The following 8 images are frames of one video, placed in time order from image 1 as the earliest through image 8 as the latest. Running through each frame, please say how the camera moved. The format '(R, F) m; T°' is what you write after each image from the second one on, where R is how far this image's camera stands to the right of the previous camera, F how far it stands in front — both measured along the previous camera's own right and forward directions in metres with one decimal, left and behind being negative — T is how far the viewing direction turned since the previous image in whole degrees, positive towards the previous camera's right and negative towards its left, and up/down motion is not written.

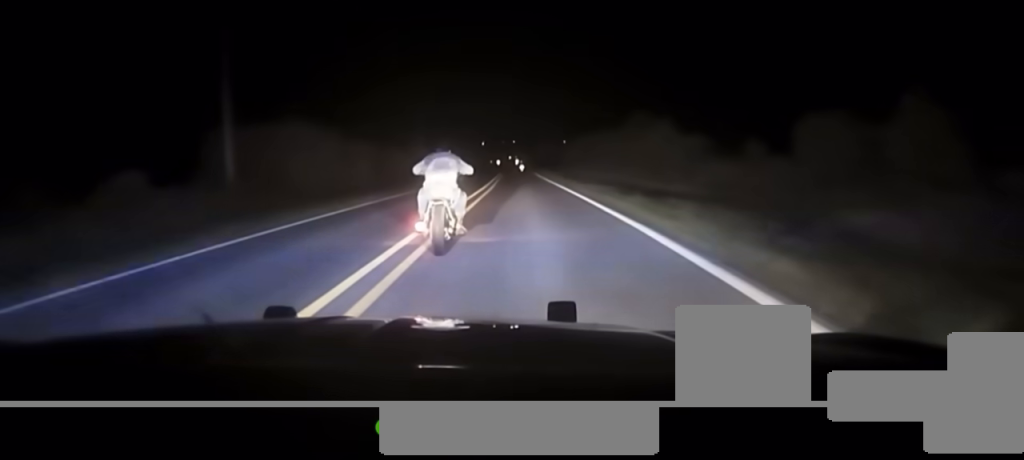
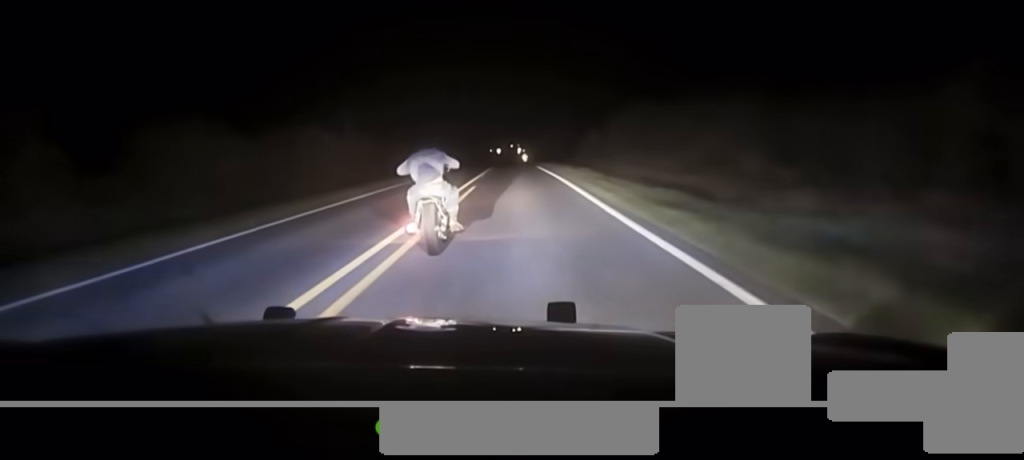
(-0.1, +65.1) m; 0°
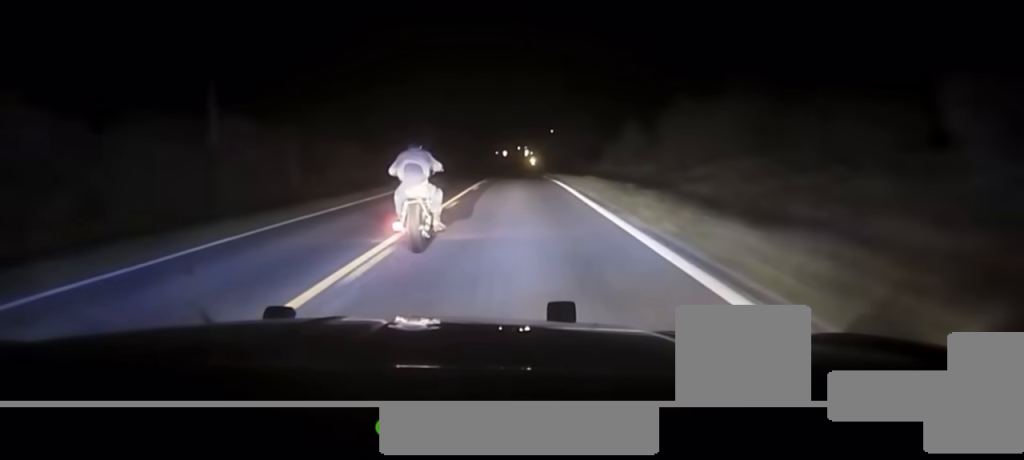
(-0.1, +38.3) m; 0°
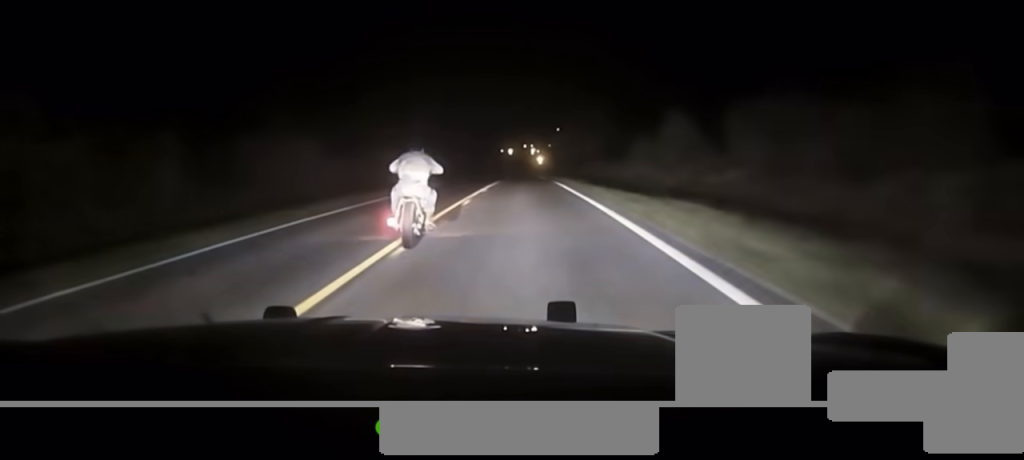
(0.0, +22.6) m; 0°
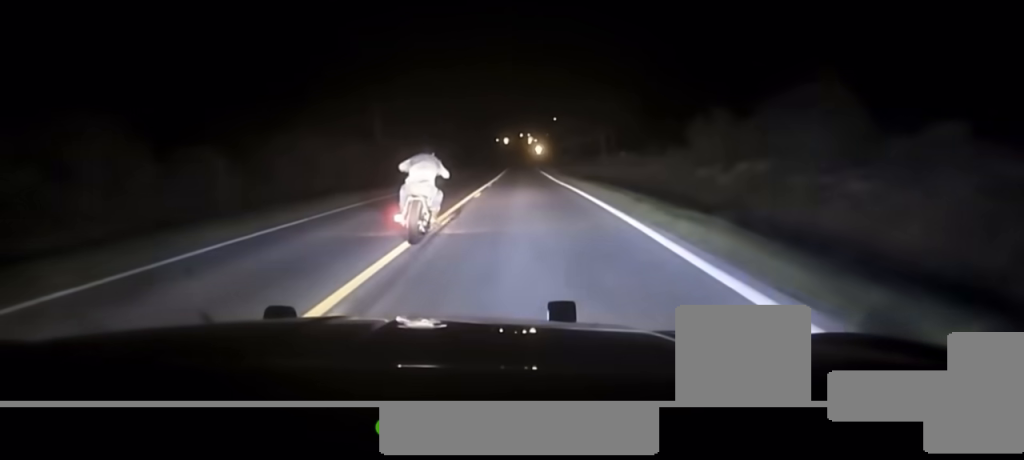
(-0.1, +32.2) m; 0°
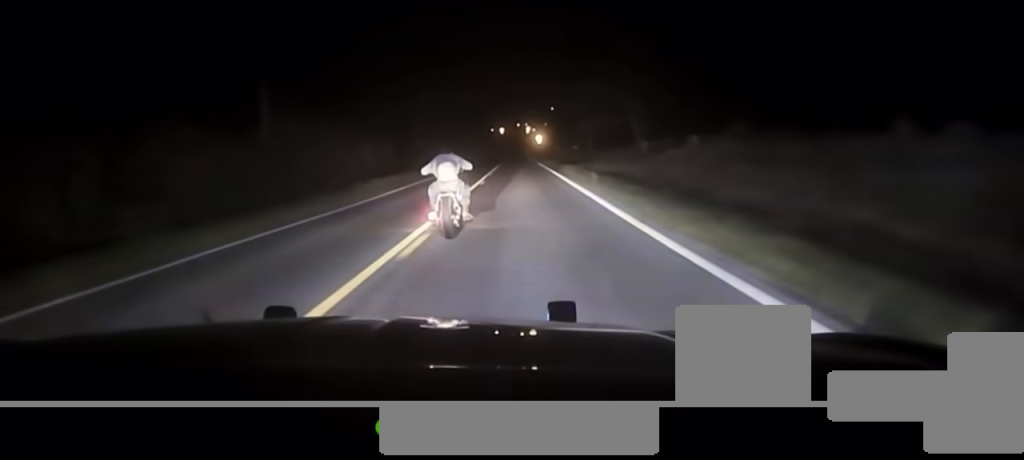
(-0.2, +38.3) m; 0°
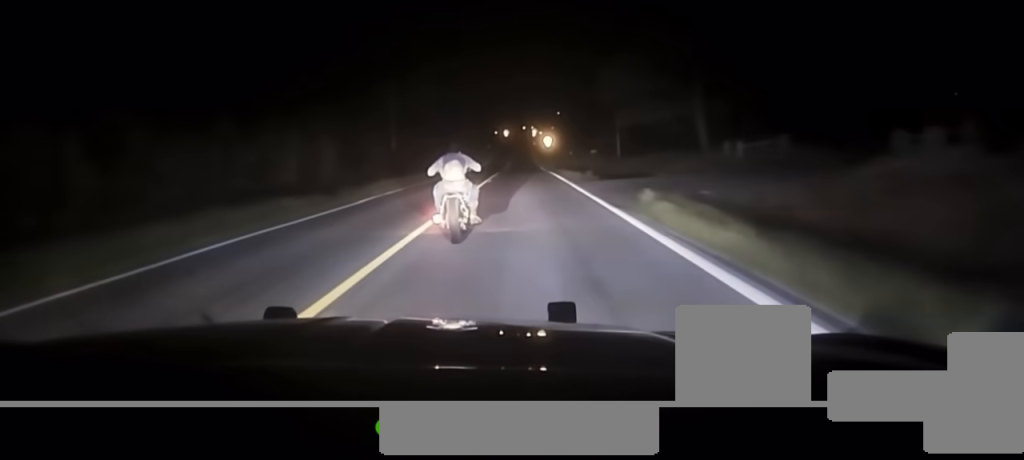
(+0.1, +27.4) m; 0°
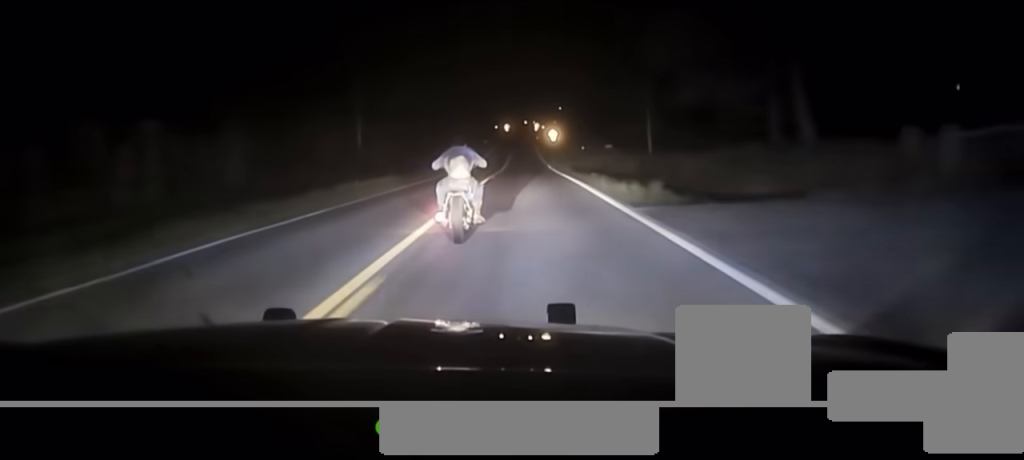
(0.0, +20.1) m; 0°
